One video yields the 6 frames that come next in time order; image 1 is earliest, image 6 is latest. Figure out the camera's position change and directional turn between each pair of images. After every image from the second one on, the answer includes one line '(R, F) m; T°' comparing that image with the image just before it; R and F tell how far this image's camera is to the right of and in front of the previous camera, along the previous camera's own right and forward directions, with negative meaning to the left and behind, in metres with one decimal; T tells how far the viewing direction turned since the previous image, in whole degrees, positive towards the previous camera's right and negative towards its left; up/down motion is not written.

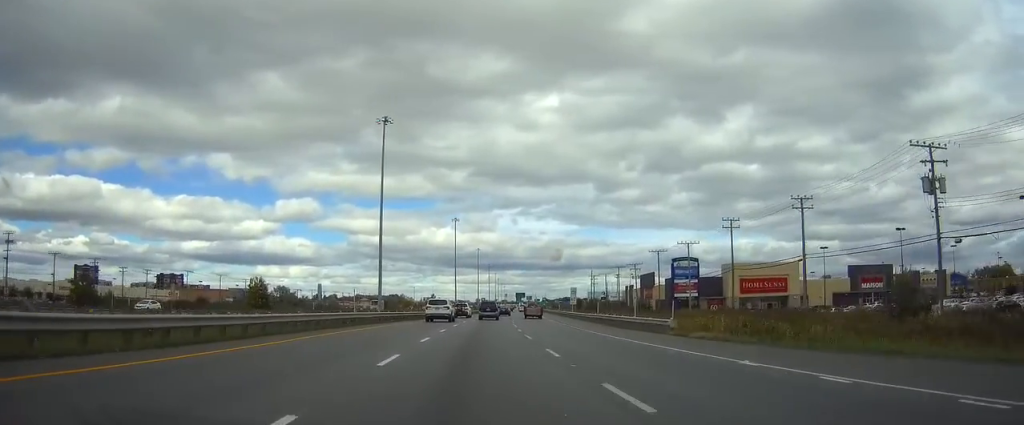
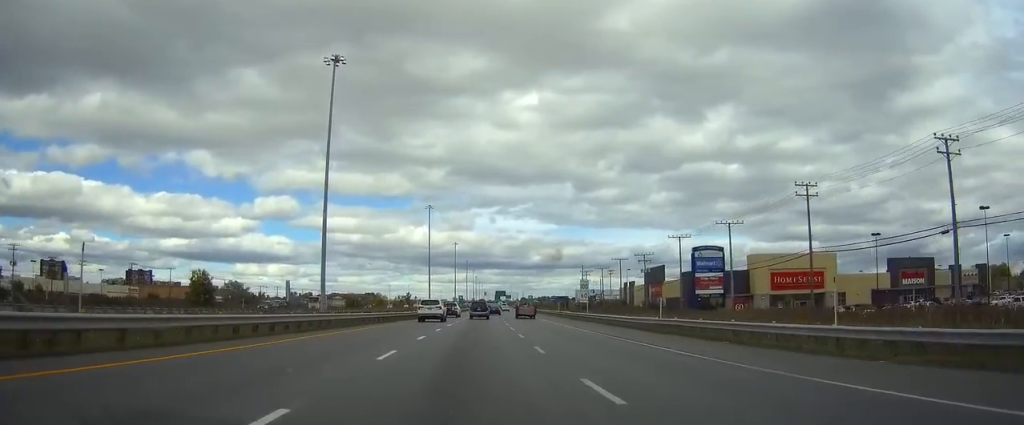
(0.0, +26.0) m; 0°
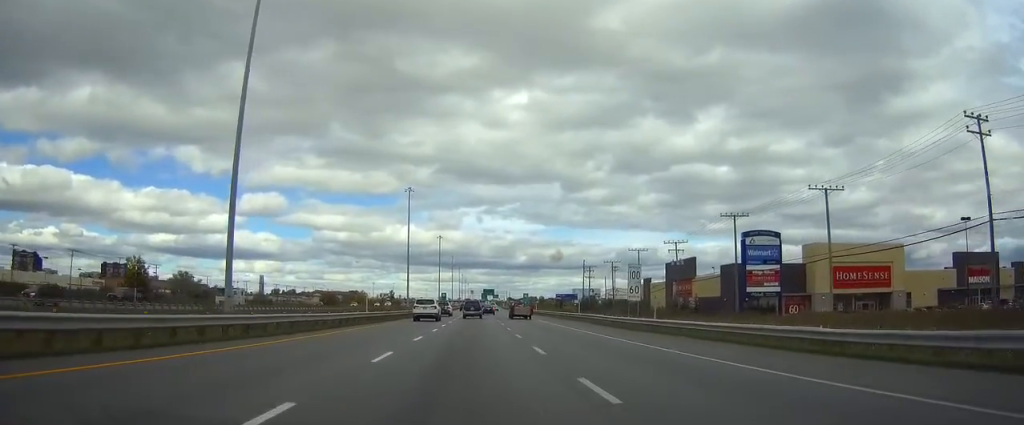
(0.0, +27.1) m; 0°
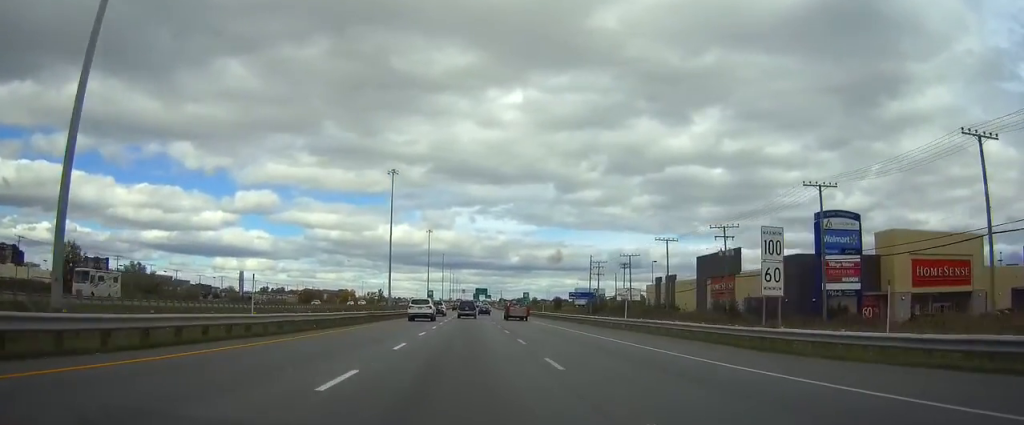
(0.0, +22.4) m; 0°
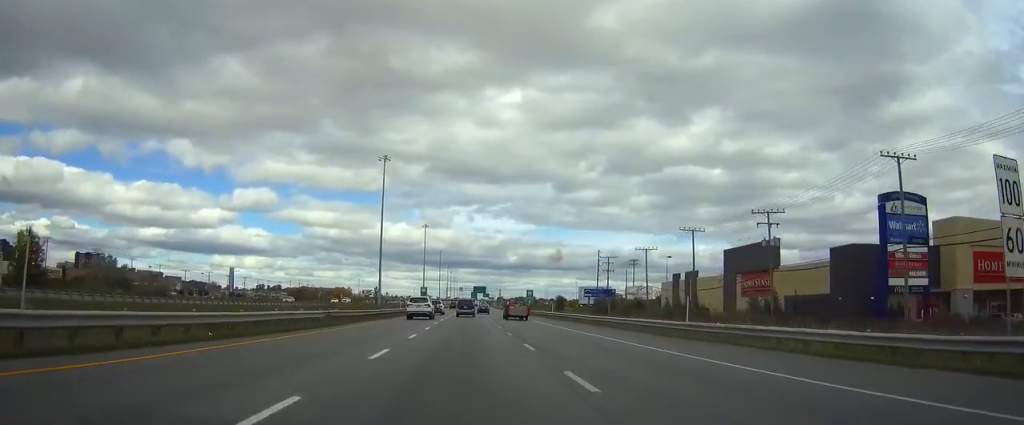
(0.0, +12.6) m; 0°
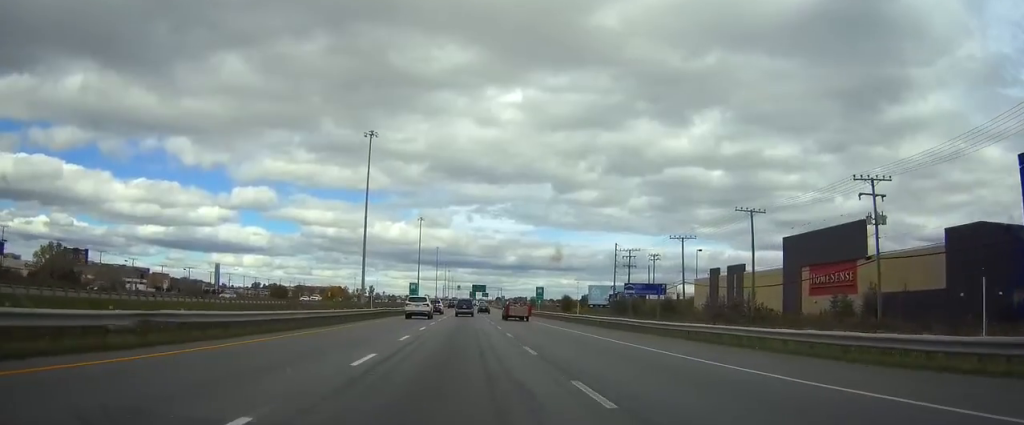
(0.0, +19.6) m; +2°
